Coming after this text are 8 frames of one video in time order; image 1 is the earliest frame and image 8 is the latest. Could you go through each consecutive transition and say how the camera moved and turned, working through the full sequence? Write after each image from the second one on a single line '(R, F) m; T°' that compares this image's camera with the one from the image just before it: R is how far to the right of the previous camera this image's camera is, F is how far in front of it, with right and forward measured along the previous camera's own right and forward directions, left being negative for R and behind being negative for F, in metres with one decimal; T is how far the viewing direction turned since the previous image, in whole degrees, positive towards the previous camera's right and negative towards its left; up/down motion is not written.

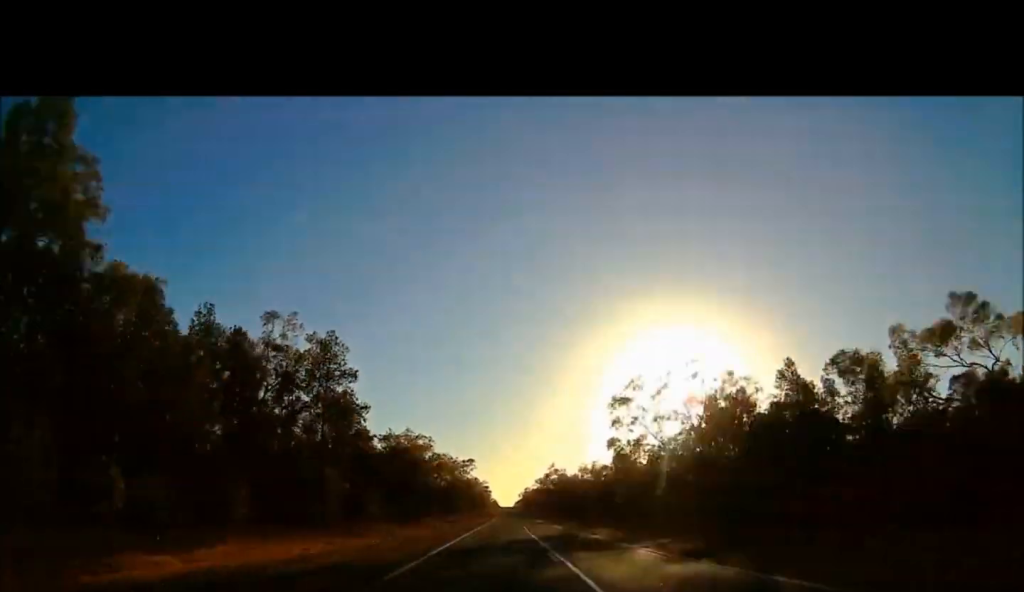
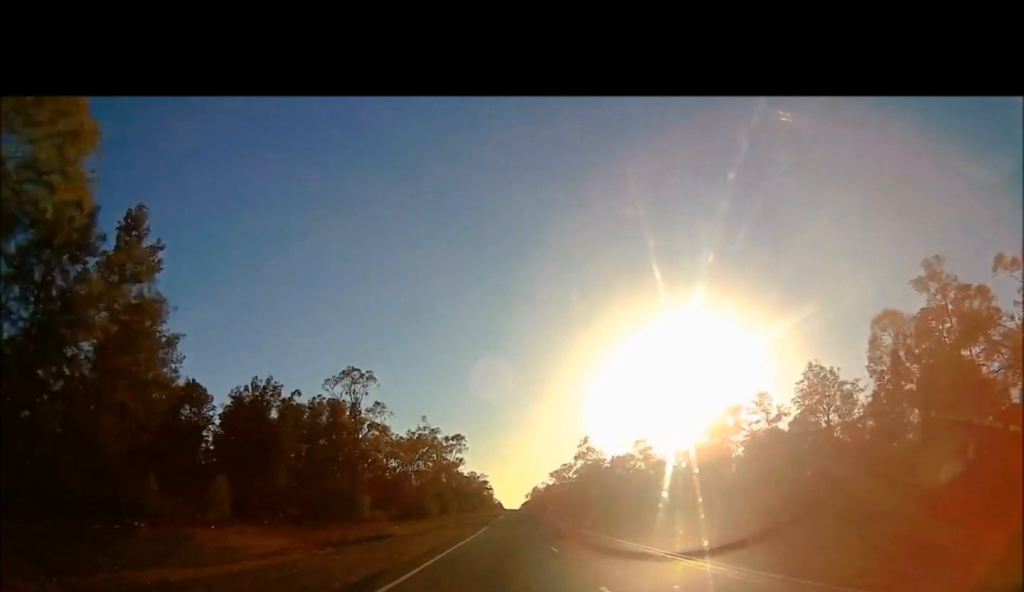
(0.0, +78.0) m; 0°
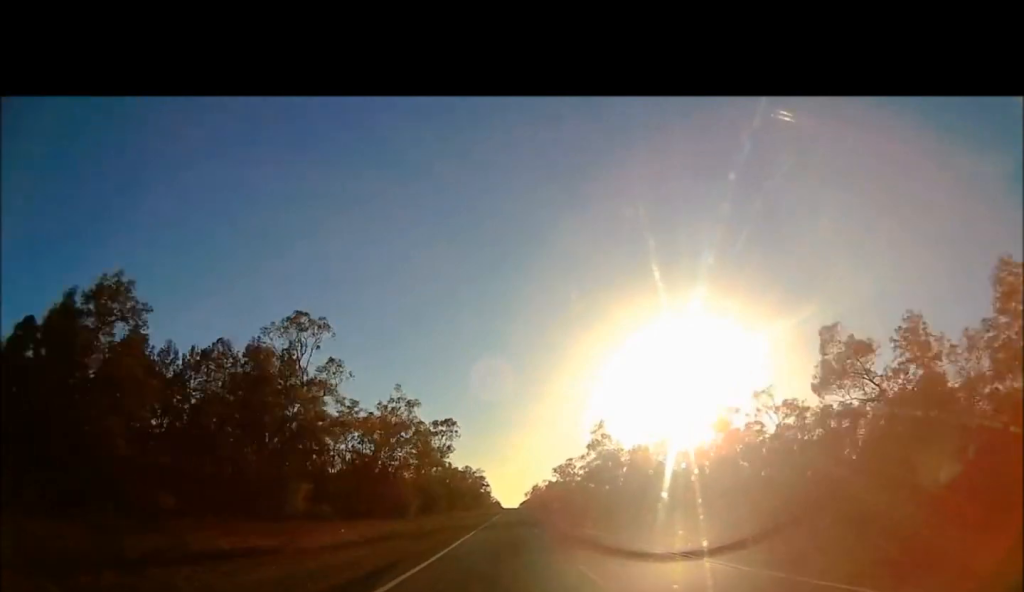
(0.0, +23.6) m; 0°
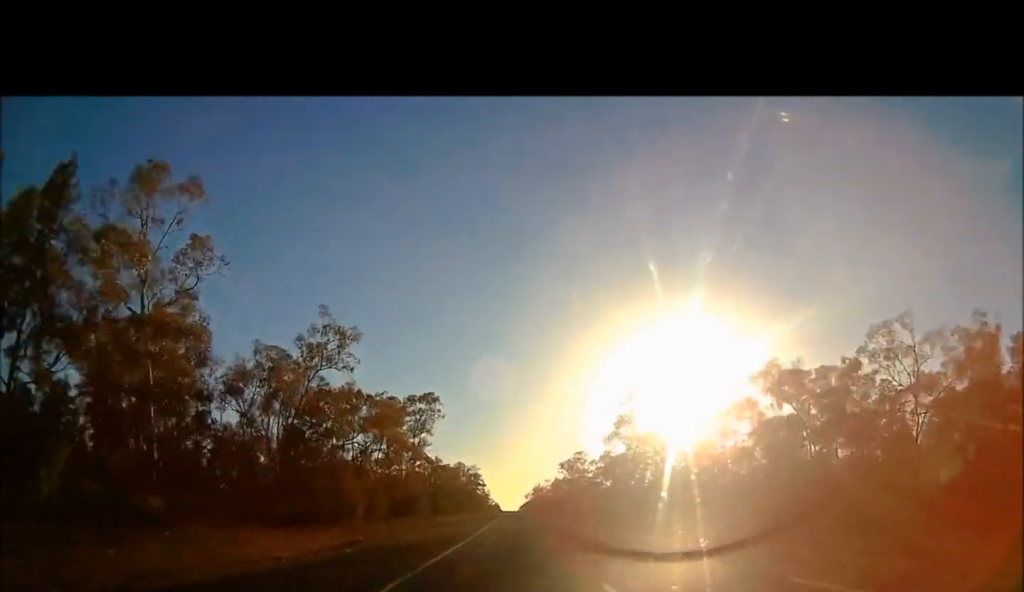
(0.0, +30.8) m; 0°
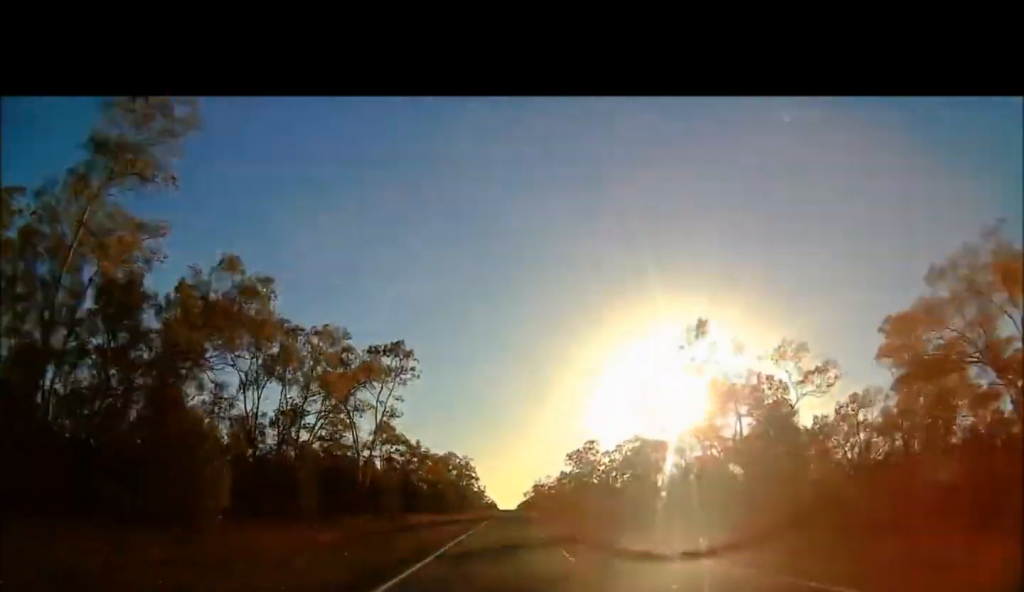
(0.0, +27.8) m; 0°
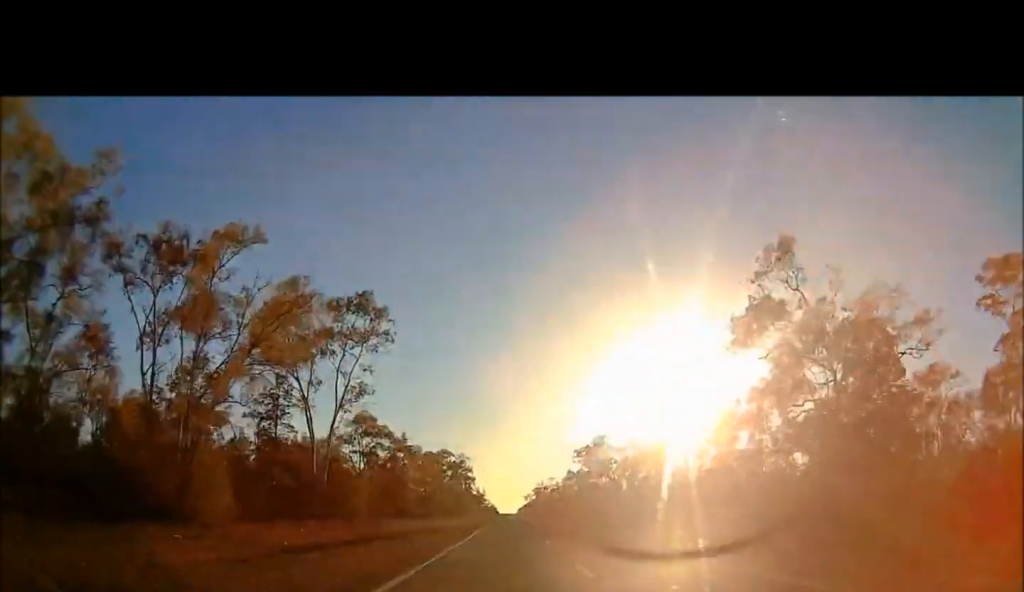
(0.0, +16.5) m; 0°
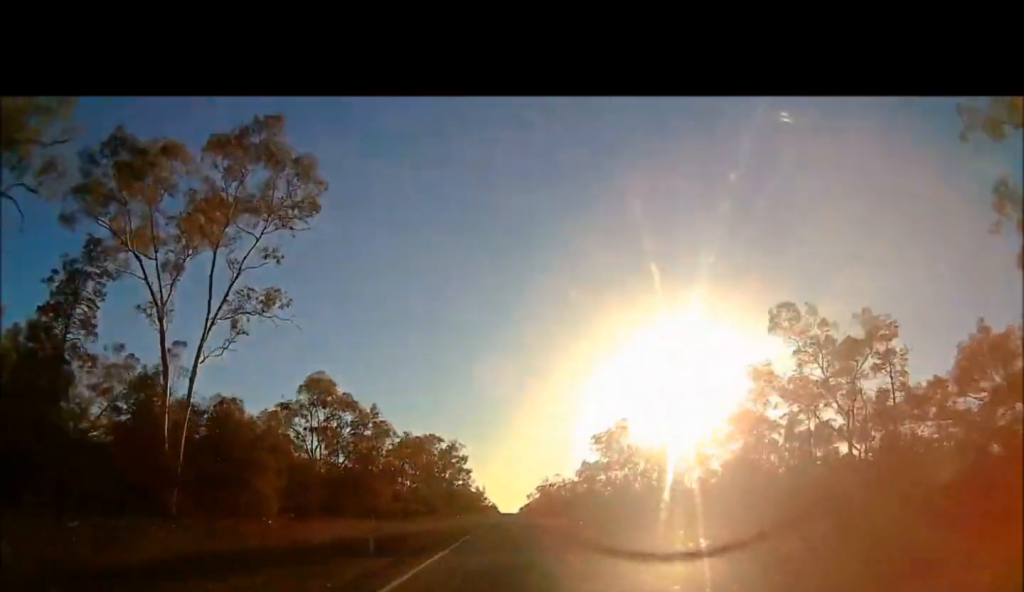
(0.0, +24.0) m; 0°
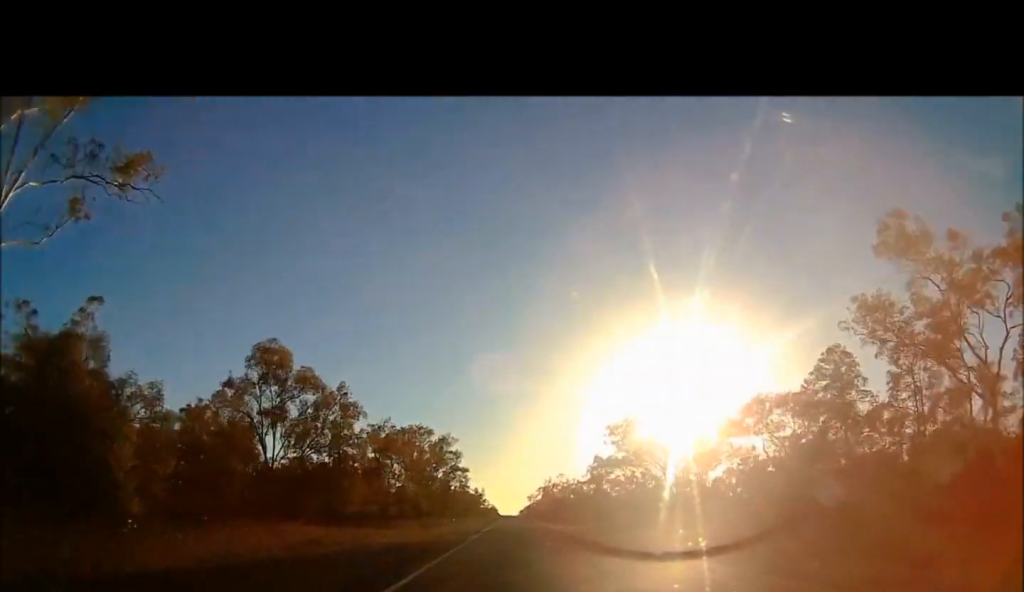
(0.0, +14.5) m; 0°
